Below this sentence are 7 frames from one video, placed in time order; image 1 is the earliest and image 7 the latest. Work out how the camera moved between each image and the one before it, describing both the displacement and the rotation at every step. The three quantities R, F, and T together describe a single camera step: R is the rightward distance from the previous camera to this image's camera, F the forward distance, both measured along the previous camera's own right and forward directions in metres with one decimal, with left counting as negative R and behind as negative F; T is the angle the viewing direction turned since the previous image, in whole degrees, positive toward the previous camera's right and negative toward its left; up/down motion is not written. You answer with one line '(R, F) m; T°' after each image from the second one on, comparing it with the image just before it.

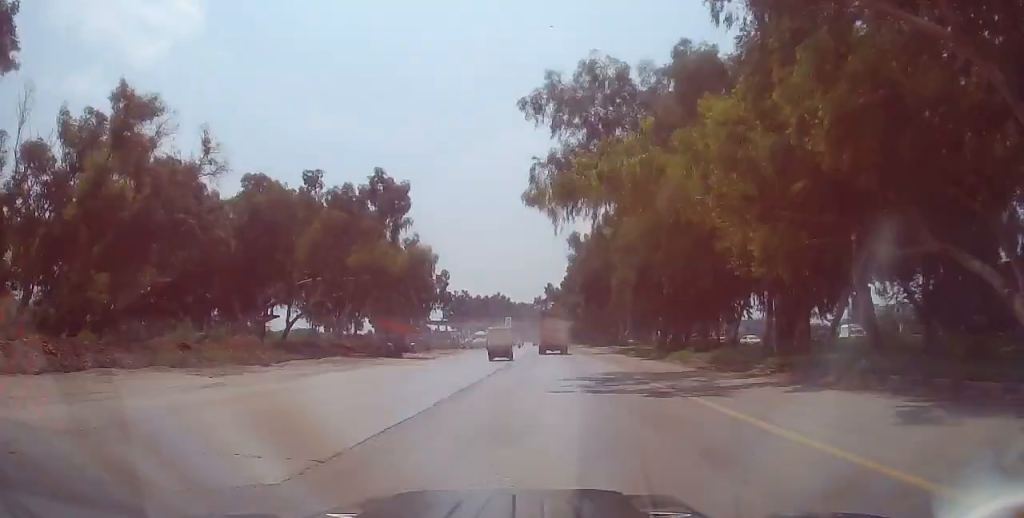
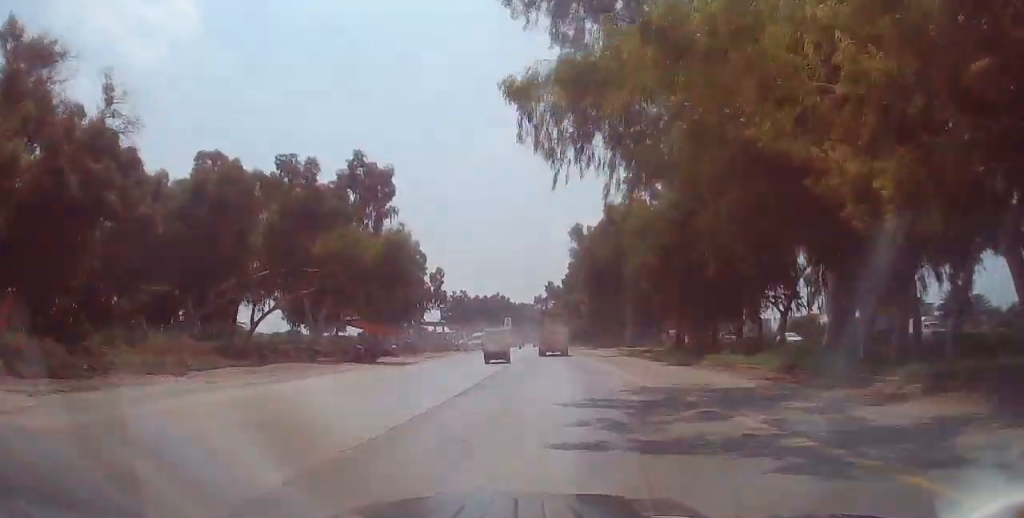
(0.0, +7.7) m; 0°
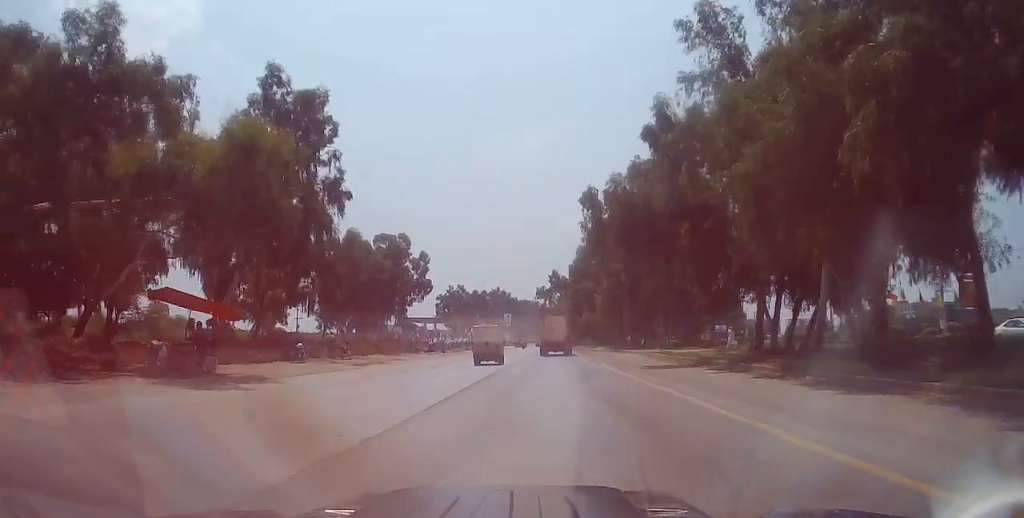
(+0.2, +21.3) m; 0°
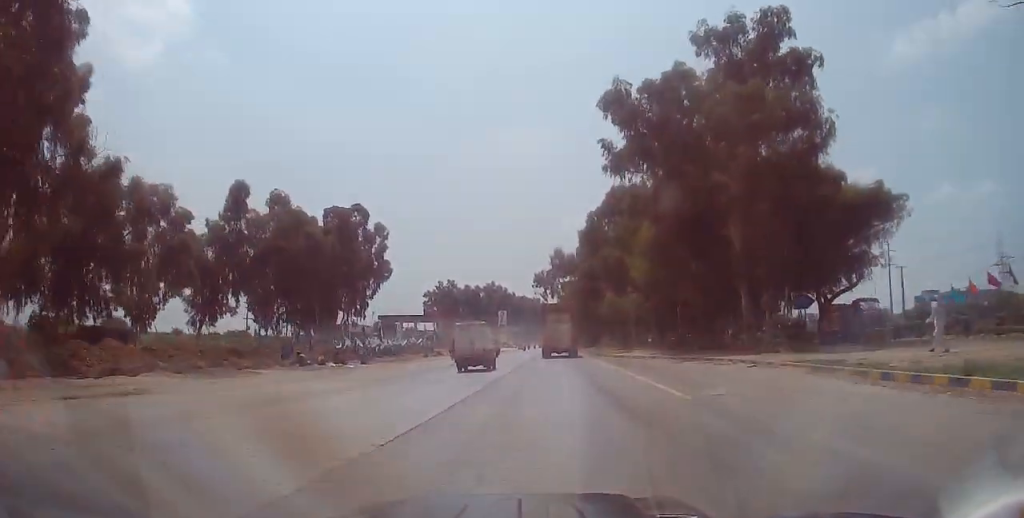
(+0.2, +29.2) m; 0°
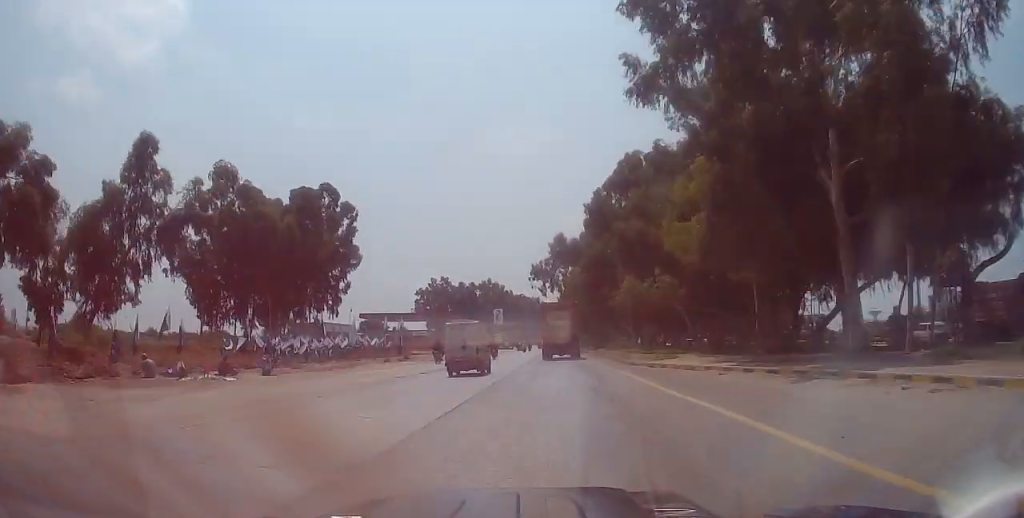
(-0.2, +13.3) m; -1°
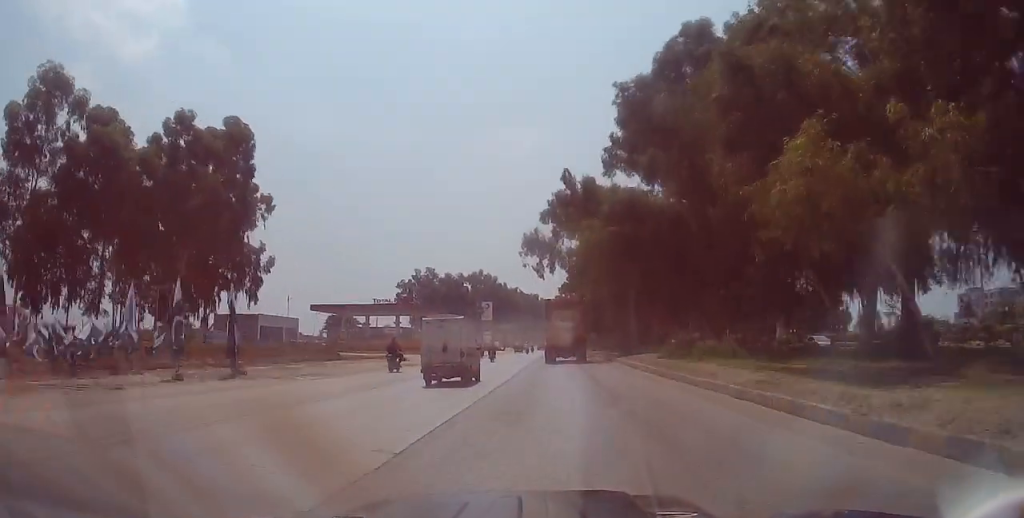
(-0.1, +25.9) m; 0°
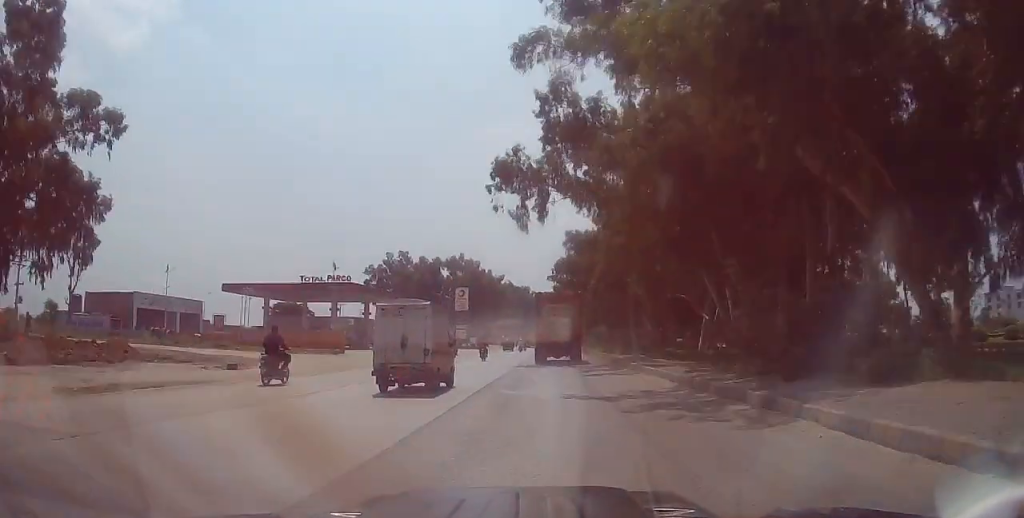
(+0.7, +26.0) m; +2°
